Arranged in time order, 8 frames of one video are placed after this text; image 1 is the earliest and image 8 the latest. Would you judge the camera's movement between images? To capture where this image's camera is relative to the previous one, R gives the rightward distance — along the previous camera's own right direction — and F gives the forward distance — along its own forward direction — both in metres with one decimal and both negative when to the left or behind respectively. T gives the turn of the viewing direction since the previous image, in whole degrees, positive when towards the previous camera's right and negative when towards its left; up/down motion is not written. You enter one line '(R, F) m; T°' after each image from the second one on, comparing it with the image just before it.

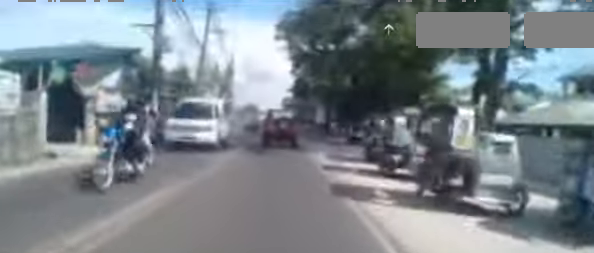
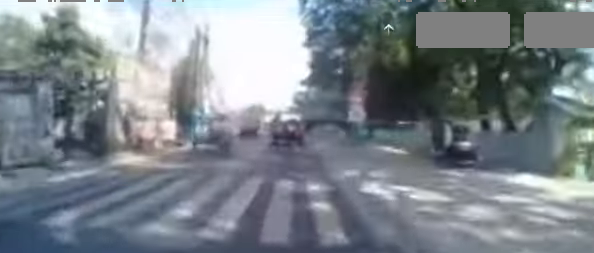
(+0.1, +14.4) m; -2°
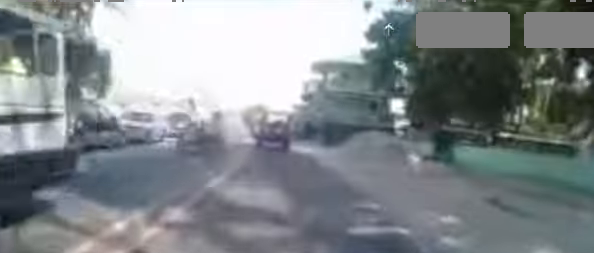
(-1.1, +17.3) m; -5°
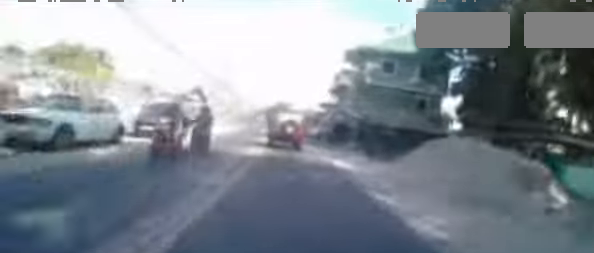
(-0.1, +6.1) m; -1°
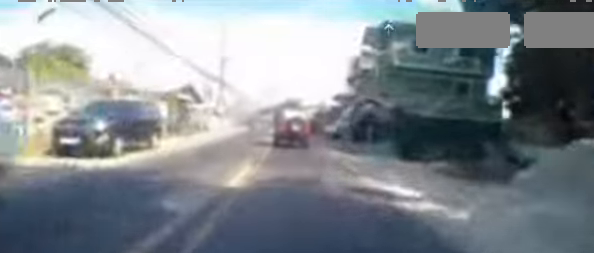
(-0.1, +5.7) m; -1°
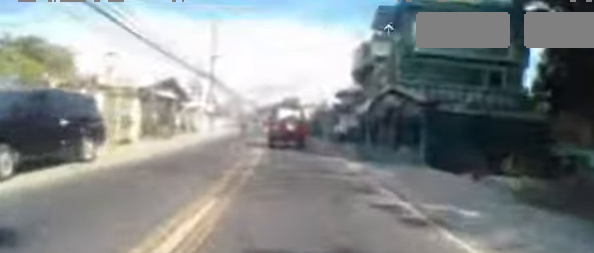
(0.0, +3.7) m; -1°
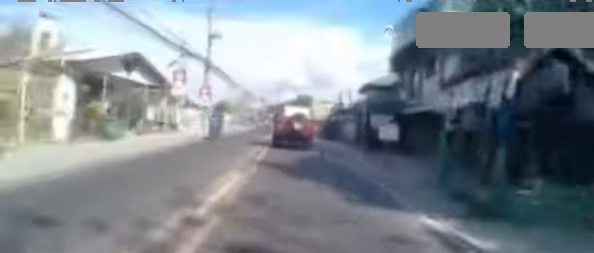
(-0.2, +6.2) m; 0°
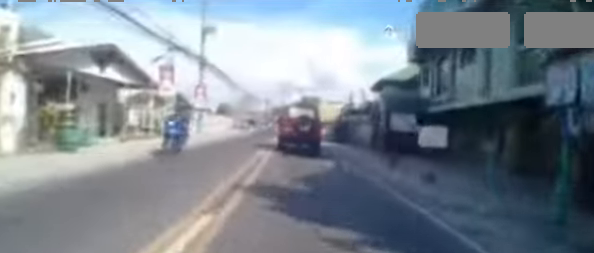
(0.0, +2.9) m; 0°
